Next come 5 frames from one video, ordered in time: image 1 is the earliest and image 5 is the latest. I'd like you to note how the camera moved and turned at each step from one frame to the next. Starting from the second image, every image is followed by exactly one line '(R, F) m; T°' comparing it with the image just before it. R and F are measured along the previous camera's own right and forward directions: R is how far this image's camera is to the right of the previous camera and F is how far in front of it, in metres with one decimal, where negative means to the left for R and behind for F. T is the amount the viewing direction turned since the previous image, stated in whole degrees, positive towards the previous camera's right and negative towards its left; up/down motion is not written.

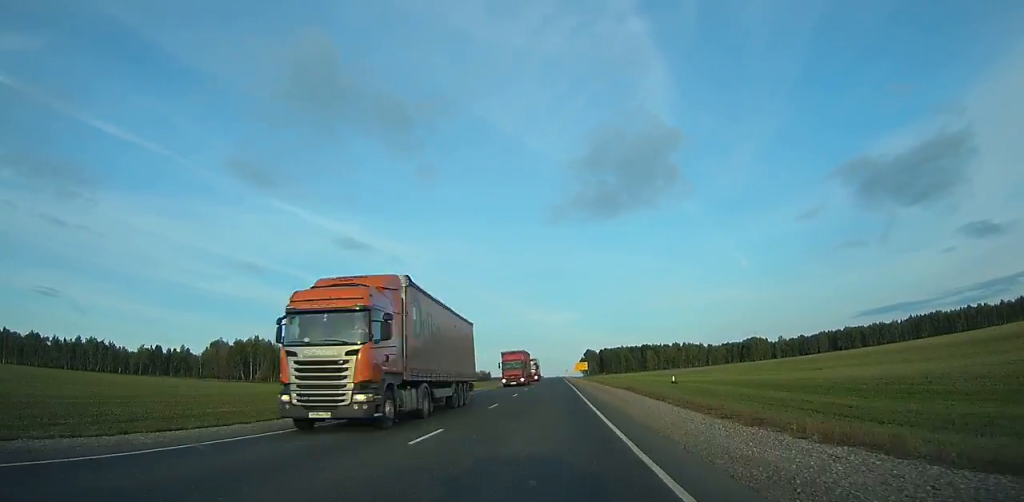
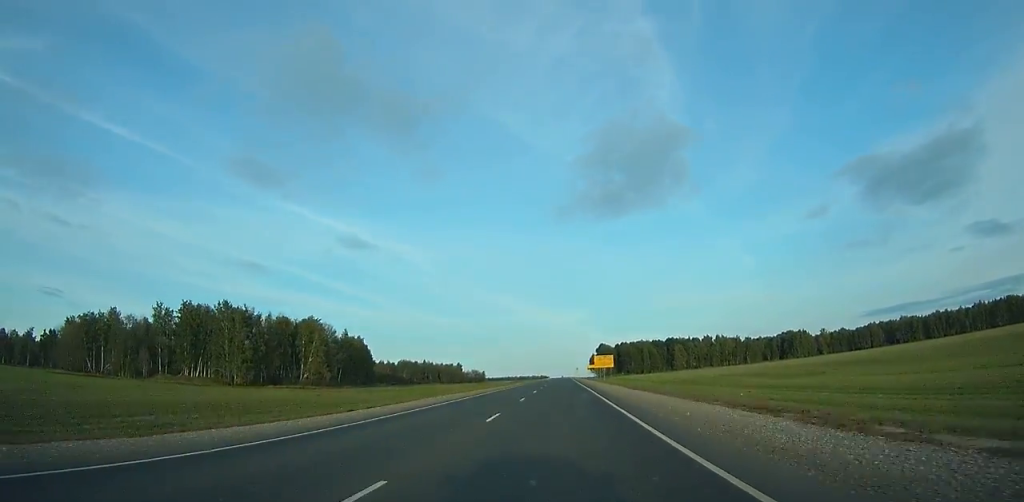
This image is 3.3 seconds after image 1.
(-0.4, +89.8) m; 0°
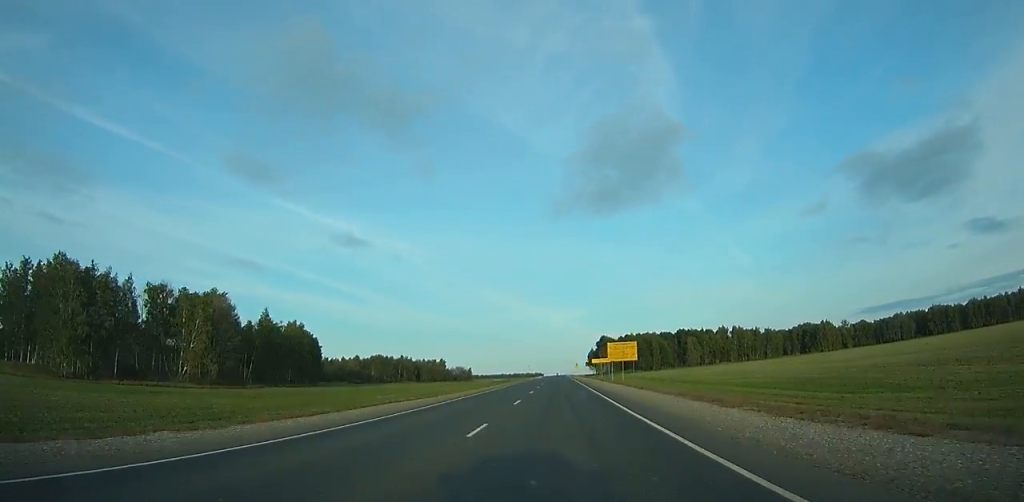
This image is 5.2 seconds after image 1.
(-0.2, +51.0) m; 0°
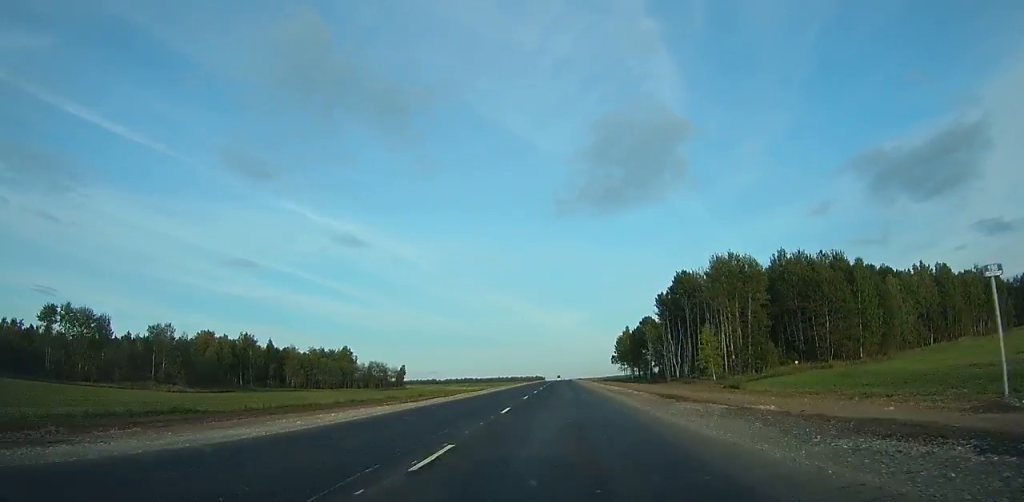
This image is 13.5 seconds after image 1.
(+1.4, +207.3) m; 0°
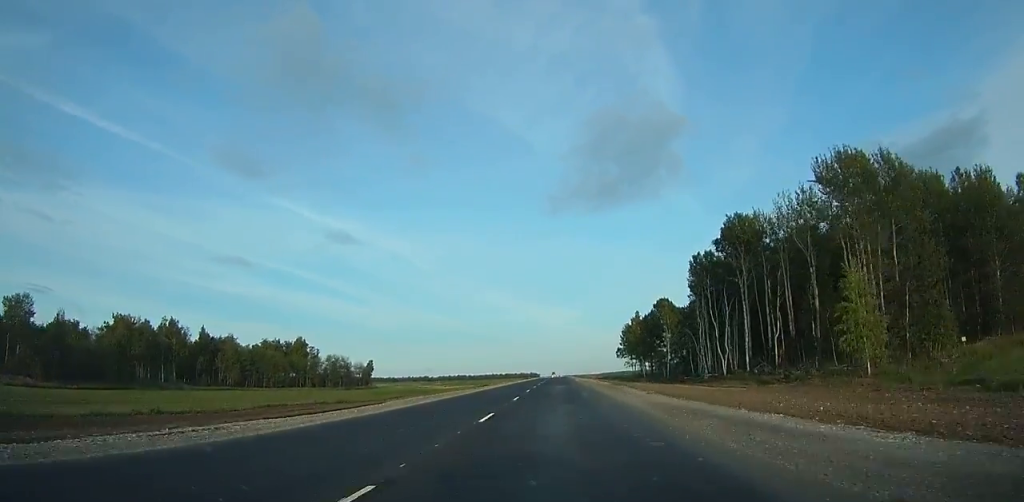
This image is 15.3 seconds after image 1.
(-0.2, +40.9) m; 0°
